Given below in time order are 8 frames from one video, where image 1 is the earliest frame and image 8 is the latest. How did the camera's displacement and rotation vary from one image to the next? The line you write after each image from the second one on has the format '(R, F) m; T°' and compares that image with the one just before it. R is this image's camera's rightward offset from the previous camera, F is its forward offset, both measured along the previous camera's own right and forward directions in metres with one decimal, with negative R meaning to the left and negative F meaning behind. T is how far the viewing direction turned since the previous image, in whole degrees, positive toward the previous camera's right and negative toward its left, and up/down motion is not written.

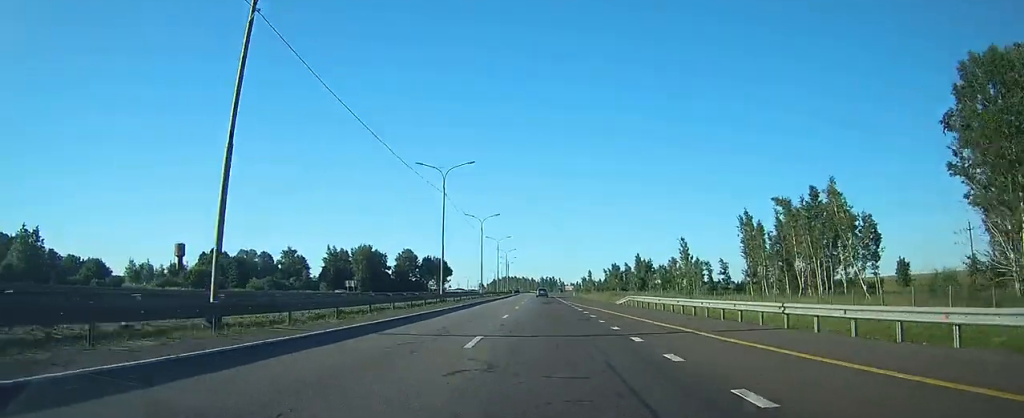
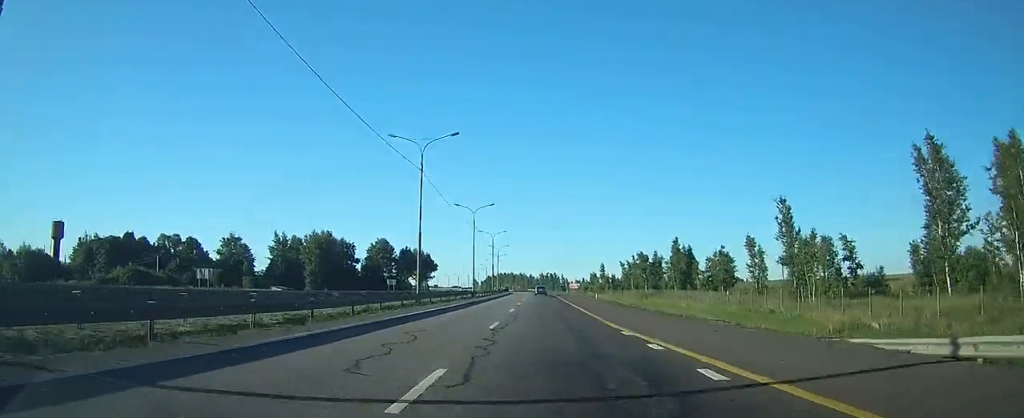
(-0.1, +40.6) m; 0°
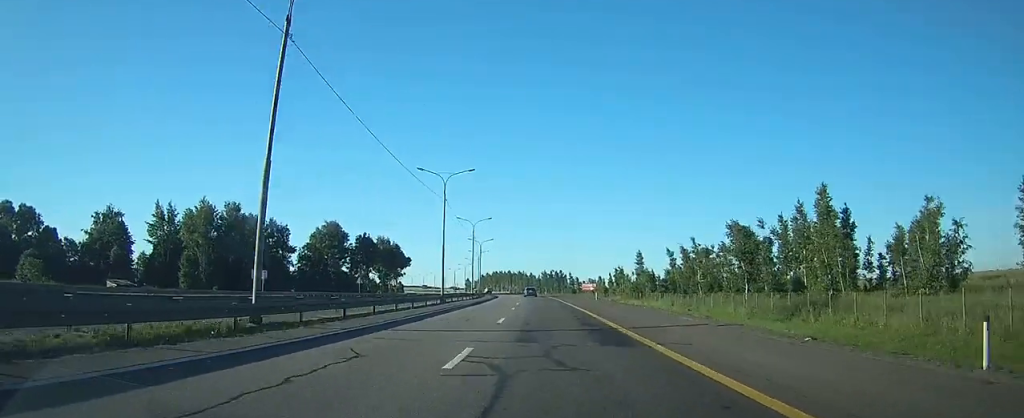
(+0.1, +57.3) m; 0°
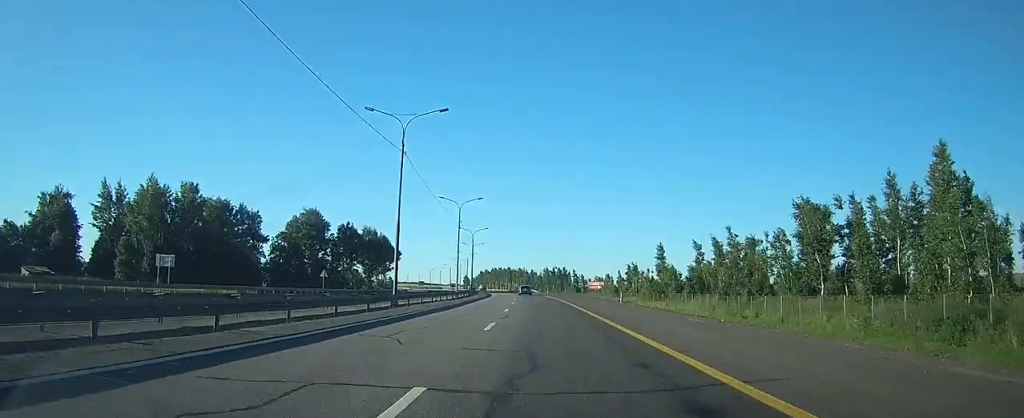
(0.0, +17.0) m; 0°
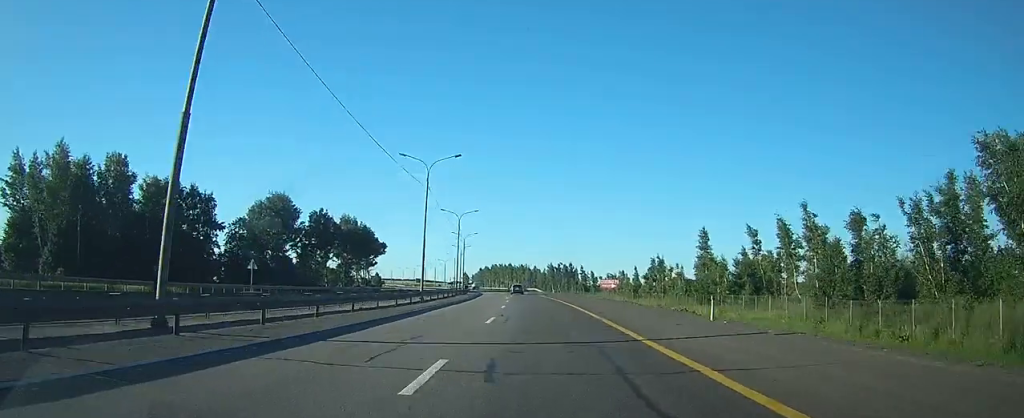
(0.0, +21.9) m; 0°
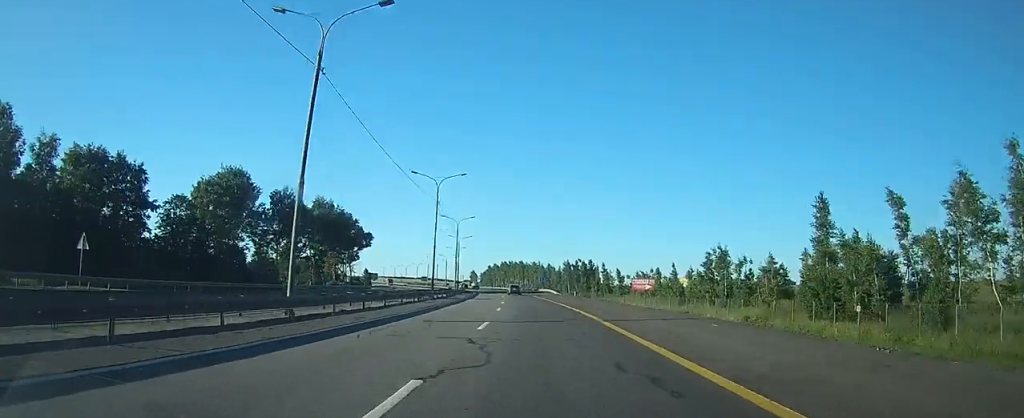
(-0.1, +26.4) m; -1°
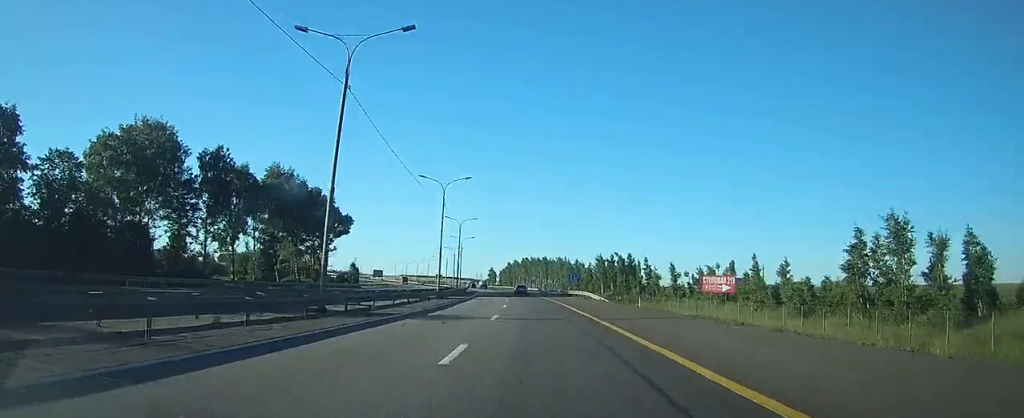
(-0.4, +31.6) m; -2°
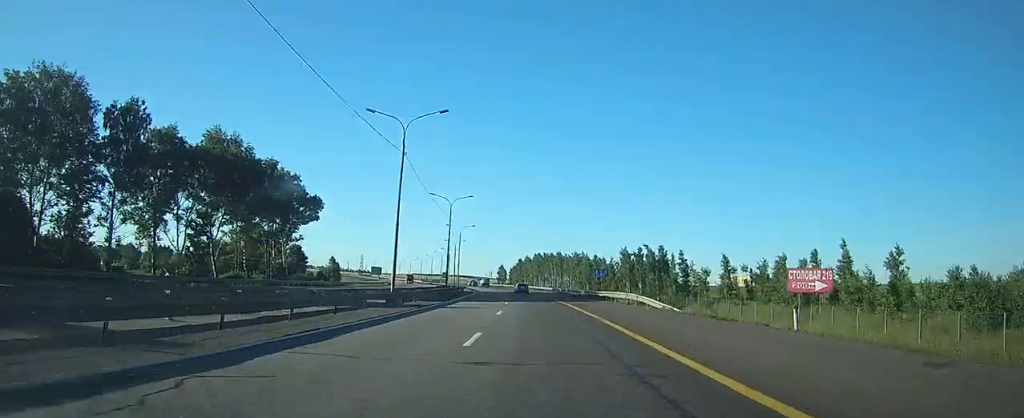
(-0.4, +21.6) m; -1°
